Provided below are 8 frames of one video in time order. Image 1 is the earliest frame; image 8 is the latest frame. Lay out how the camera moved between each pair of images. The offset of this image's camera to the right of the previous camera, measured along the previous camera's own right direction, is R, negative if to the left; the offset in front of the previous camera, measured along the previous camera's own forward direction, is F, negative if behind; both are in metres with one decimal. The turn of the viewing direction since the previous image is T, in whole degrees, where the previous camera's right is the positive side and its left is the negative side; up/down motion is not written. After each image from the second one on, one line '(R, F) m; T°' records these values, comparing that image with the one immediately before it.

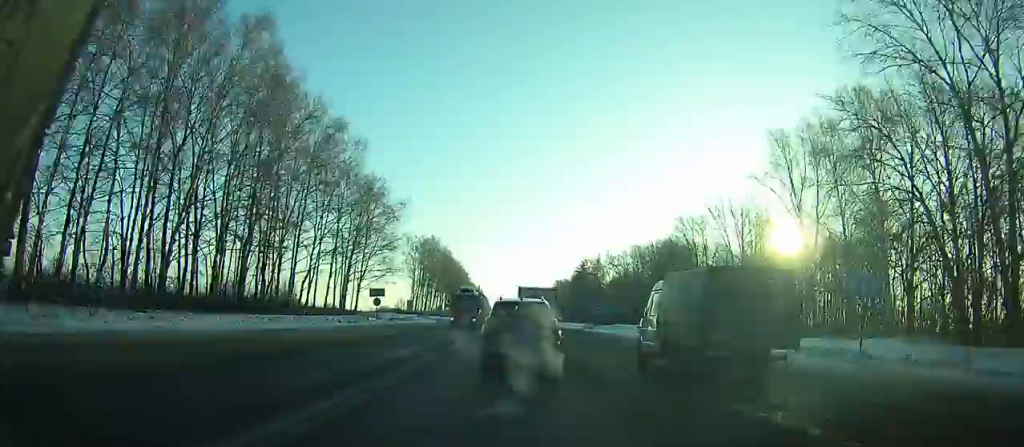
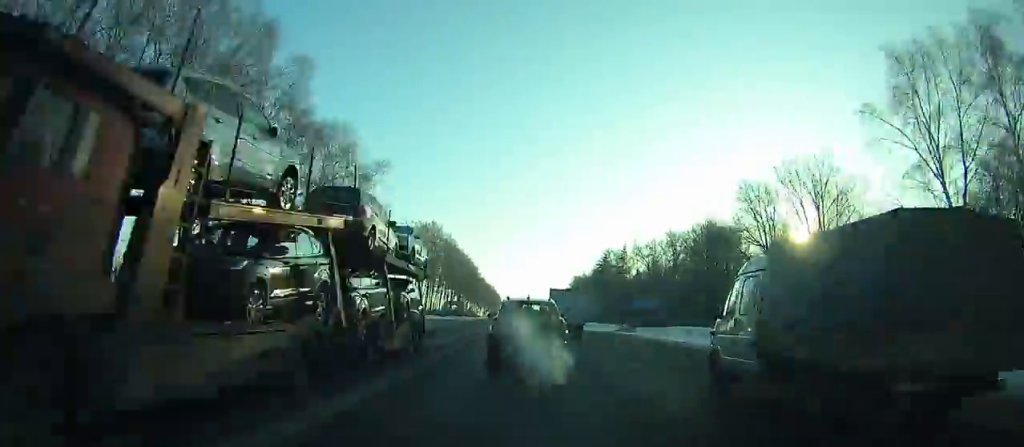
(-0.1, +22.1) m; 0°
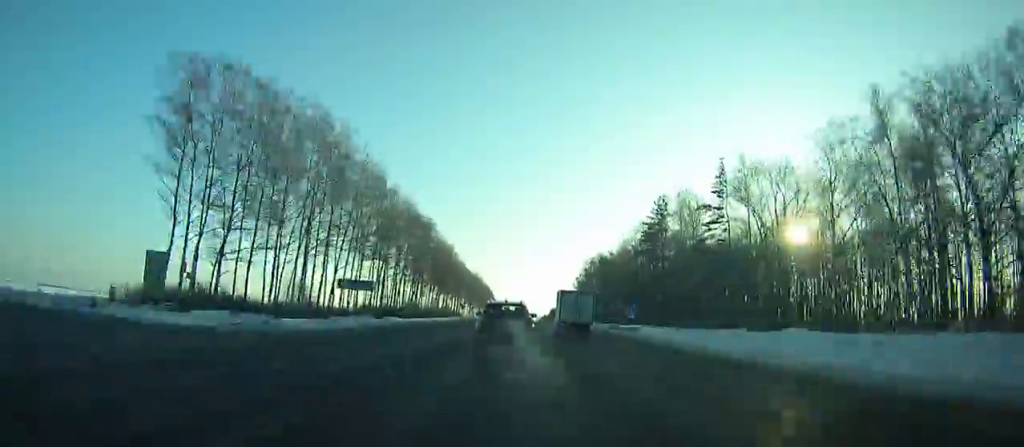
(-0.1, +81.2) m; 0°
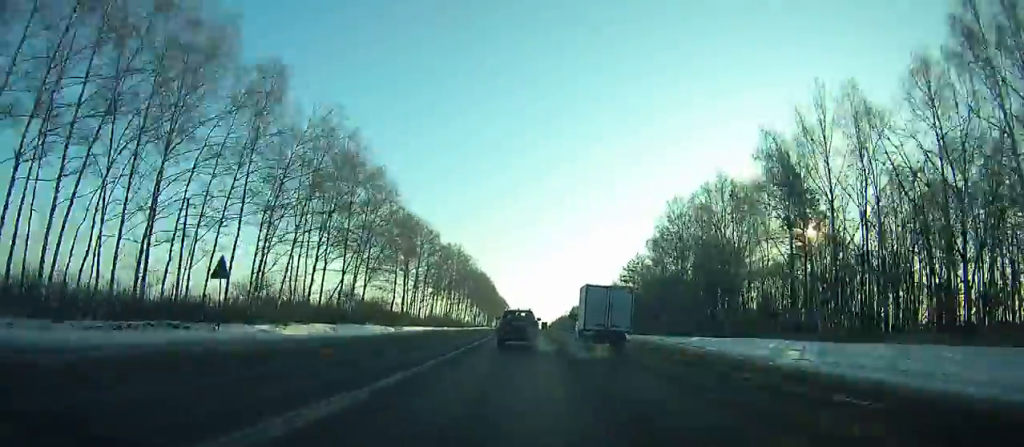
(-0.5, +112.0) m; -1°
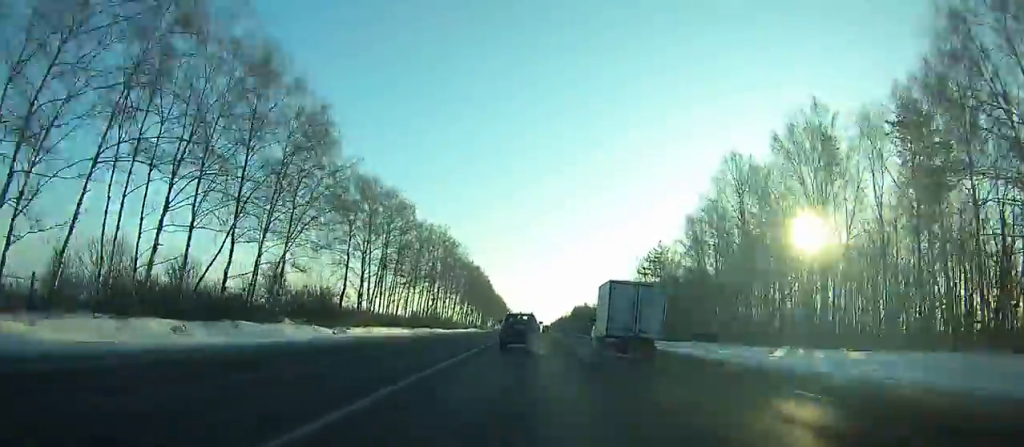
(-0.1, +29.0) m; 0°
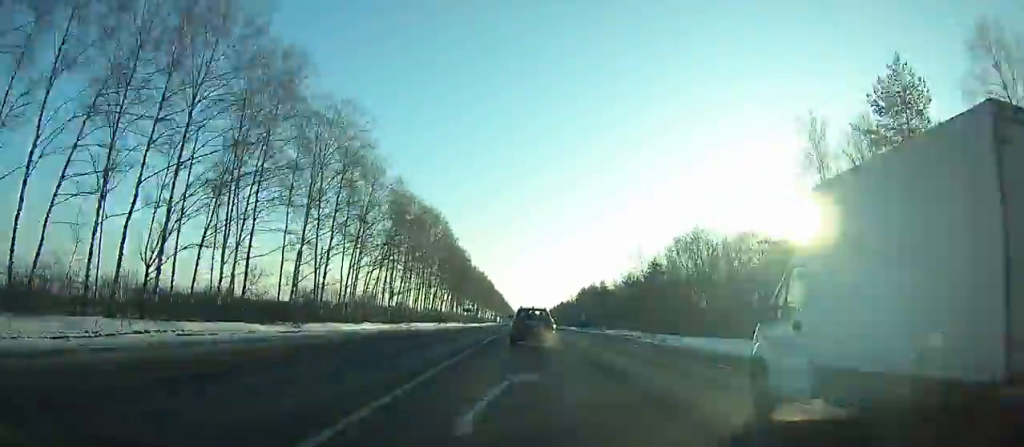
(+0.1, +93.7) m; +1°
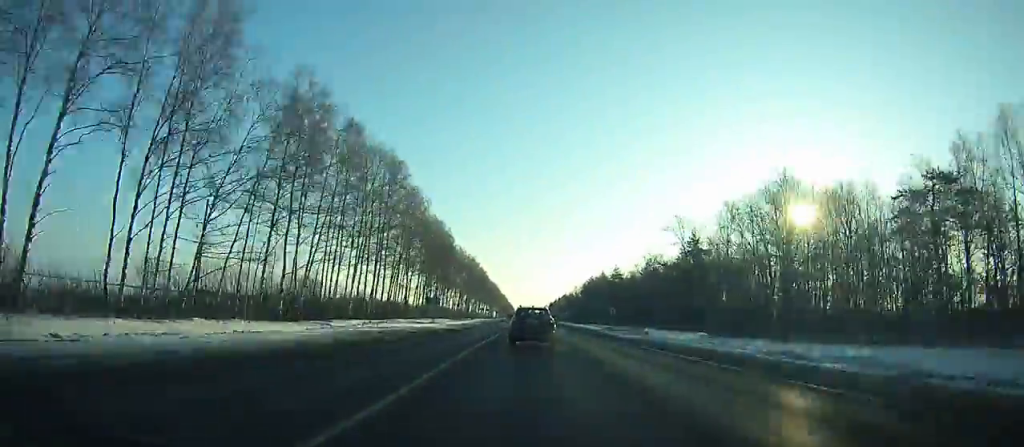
(+0.3, +41.1) m; +1°
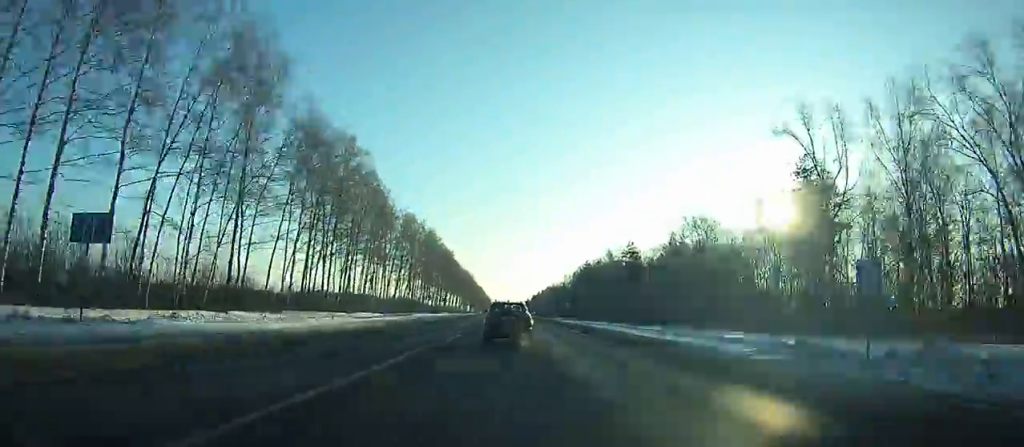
(+0.6, +58.1) m; +1°
